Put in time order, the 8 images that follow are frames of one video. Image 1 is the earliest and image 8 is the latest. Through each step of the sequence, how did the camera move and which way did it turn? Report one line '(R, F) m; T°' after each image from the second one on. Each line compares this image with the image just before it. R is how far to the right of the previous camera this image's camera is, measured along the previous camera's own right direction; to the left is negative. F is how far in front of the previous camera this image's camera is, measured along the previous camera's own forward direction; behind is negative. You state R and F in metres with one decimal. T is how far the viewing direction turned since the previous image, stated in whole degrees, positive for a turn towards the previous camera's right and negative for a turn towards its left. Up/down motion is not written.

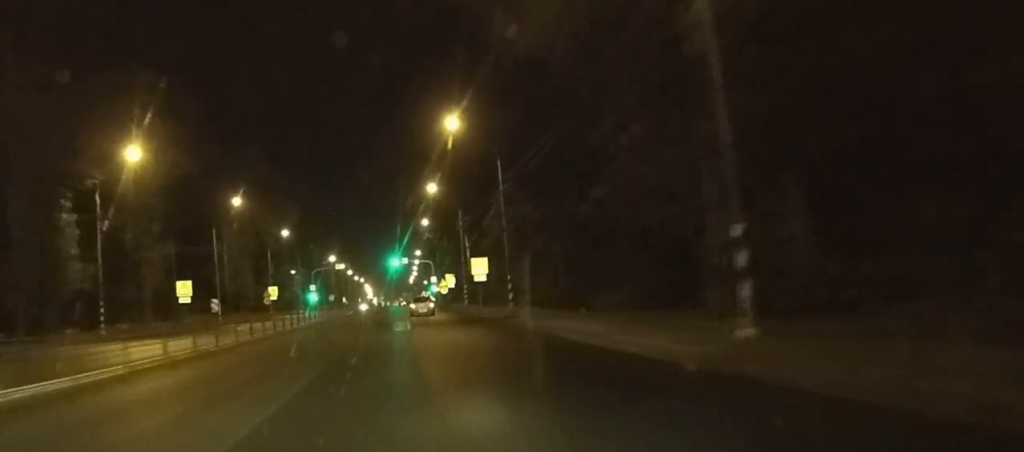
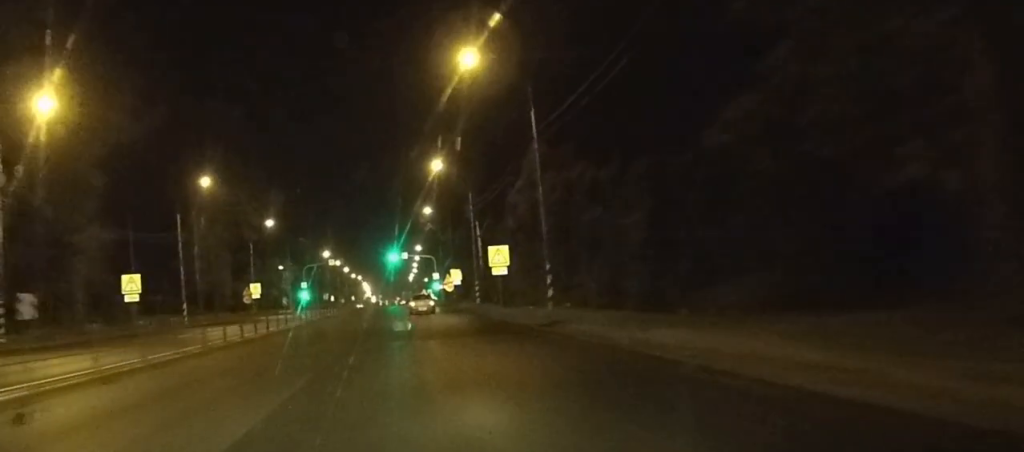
(0.0, +13.5) m; 0°
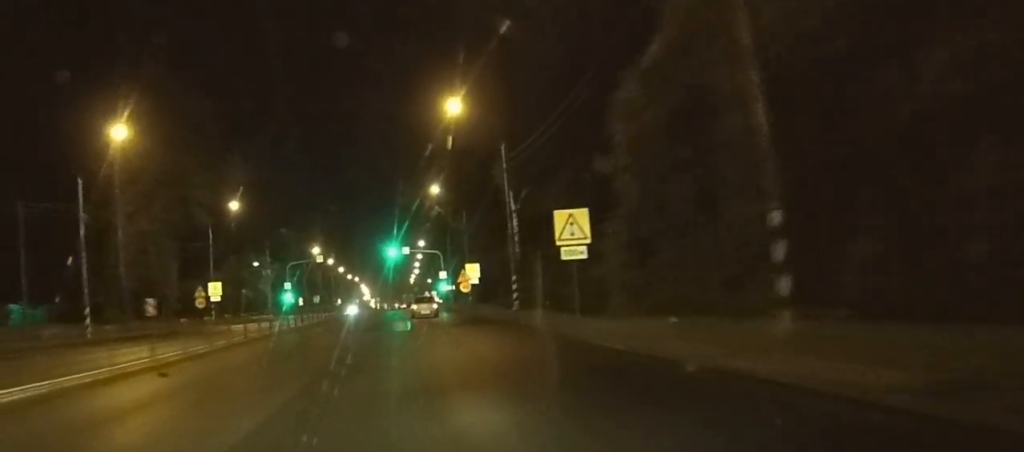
(+0.1, +22.4) m; 0°
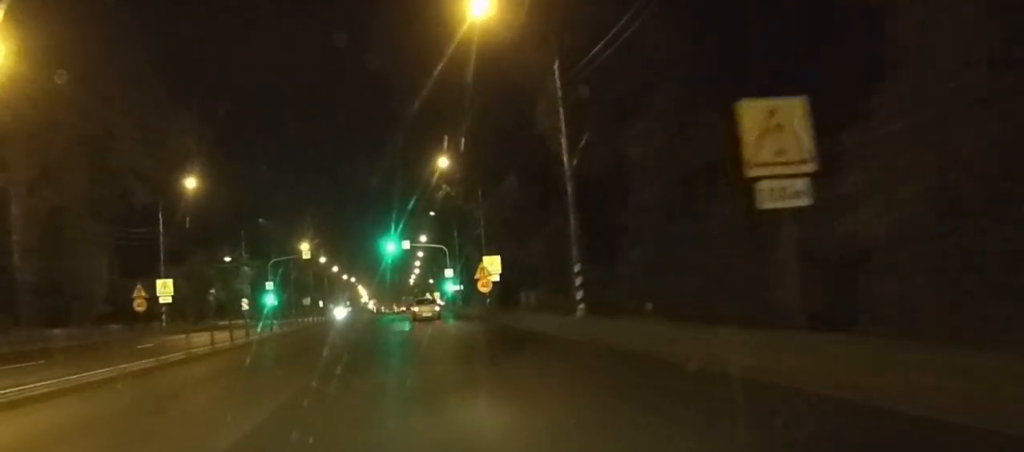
(0.0, +16.6) m; 0°
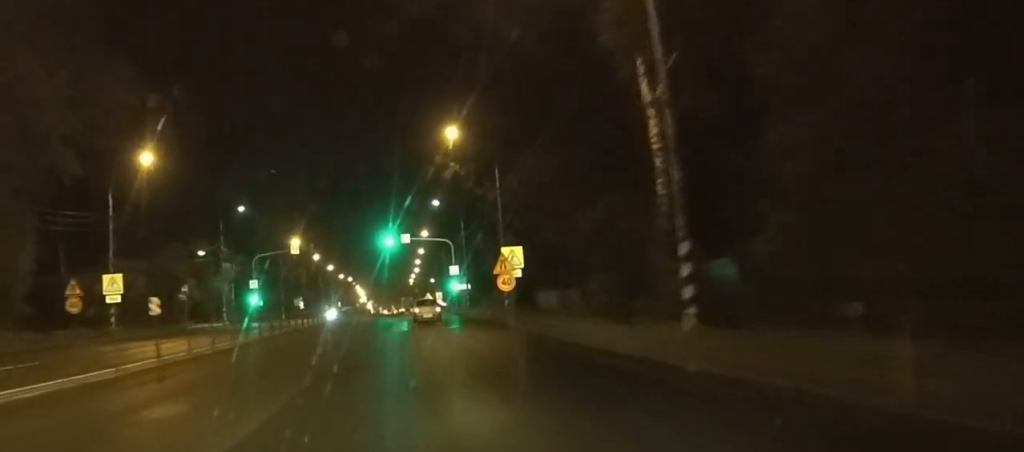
(0.0, +11.2) m; 0°
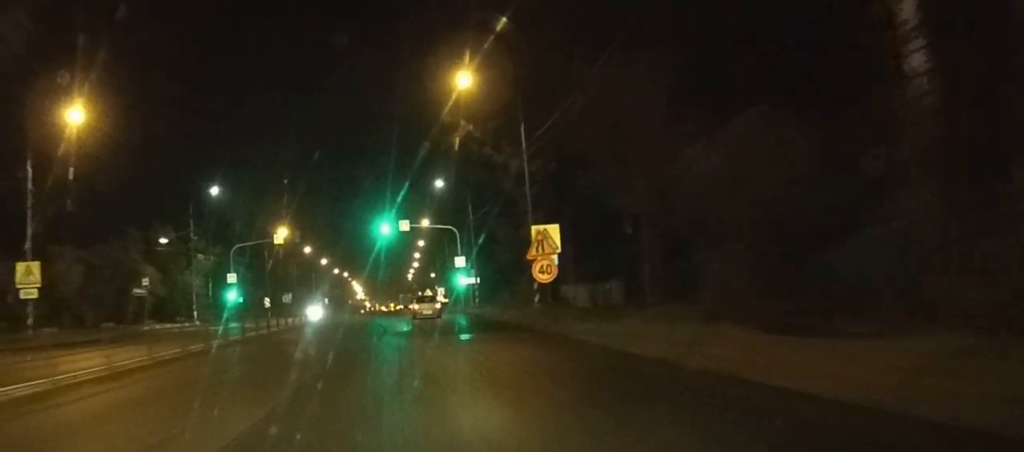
(0.0, +11.7) m; 0°
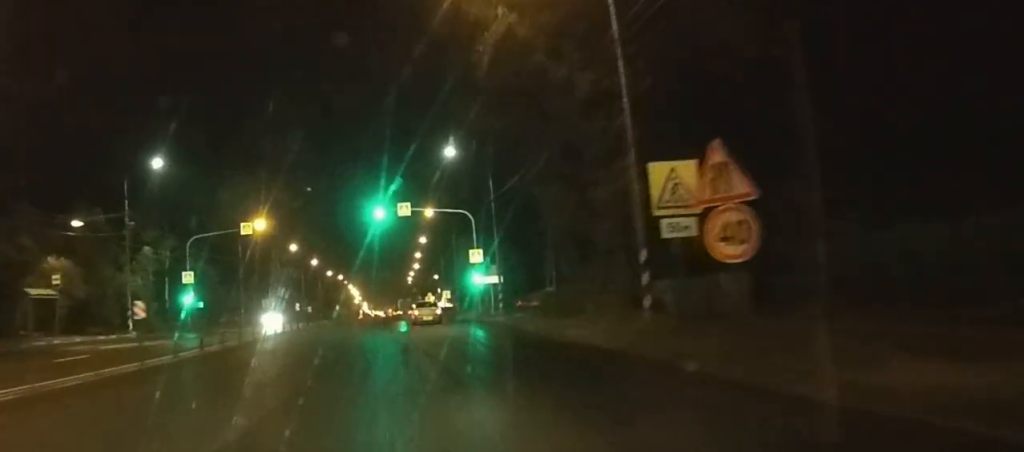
(0.0, +18.1) m; 0°
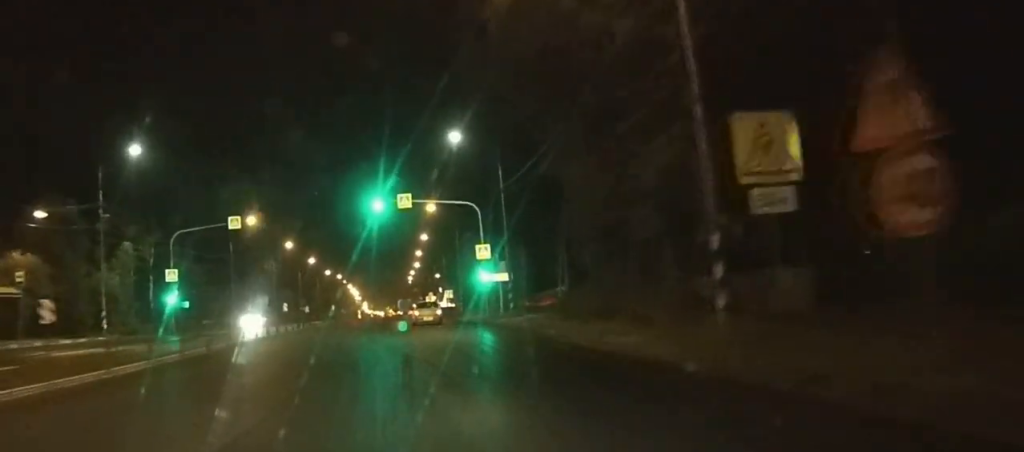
(0.0, +5.3) m; 0°
